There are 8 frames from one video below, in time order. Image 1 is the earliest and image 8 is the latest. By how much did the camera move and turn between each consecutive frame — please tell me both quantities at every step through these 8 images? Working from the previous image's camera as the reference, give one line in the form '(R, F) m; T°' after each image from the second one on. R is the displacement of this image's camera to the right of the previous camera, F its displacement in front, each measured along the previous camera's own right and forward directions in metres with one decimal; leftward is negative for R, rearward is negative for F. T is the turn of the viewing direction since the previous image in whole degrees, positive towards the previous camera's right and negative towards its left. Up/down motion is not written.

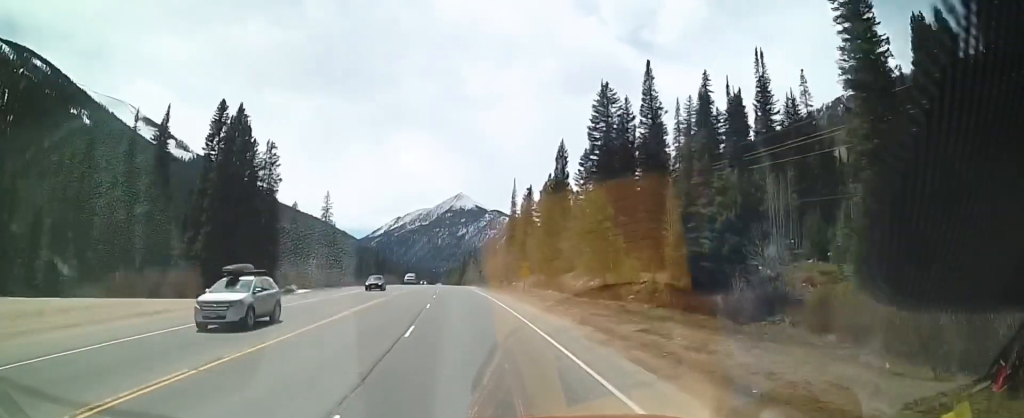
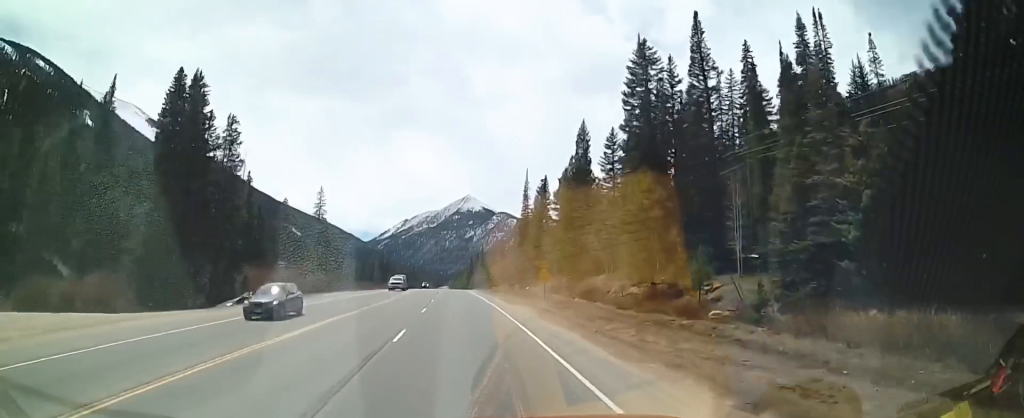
(-0.1, +13.1) m; -2°
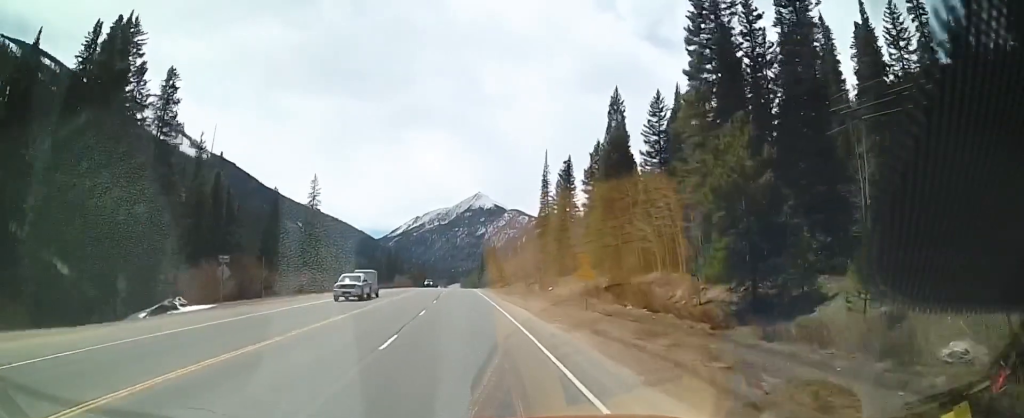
(-0.5, +13.8) m; -2°
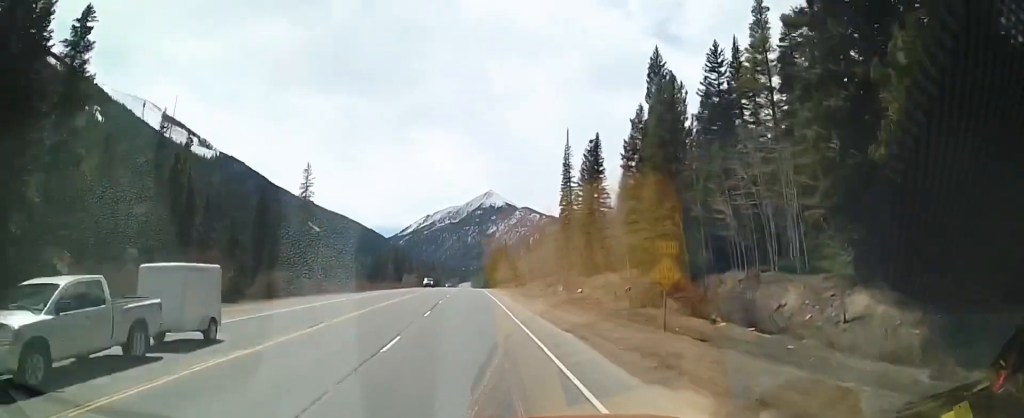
(-0.2, +12.4) m; -1°
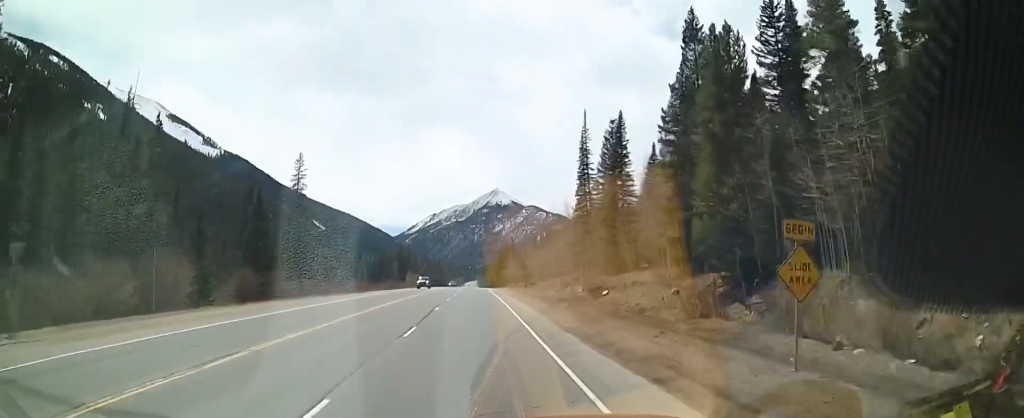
(0.0, +8.6) m; 0°
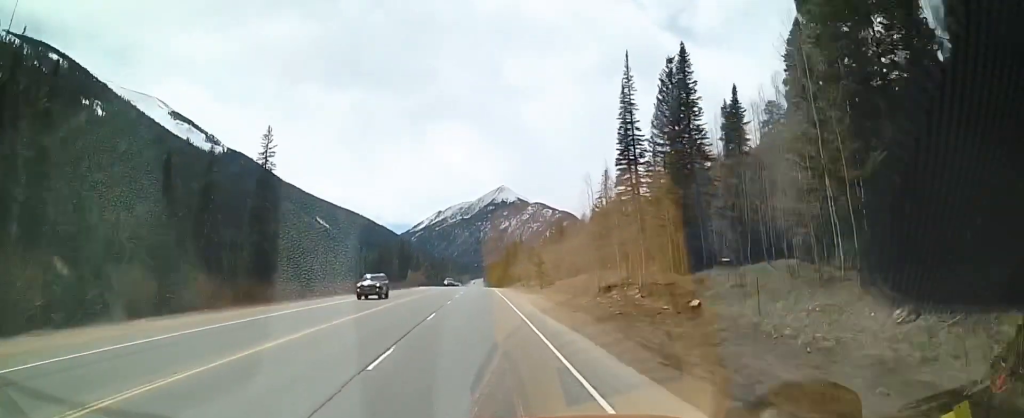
(-0.1, +18.3) m; 0°
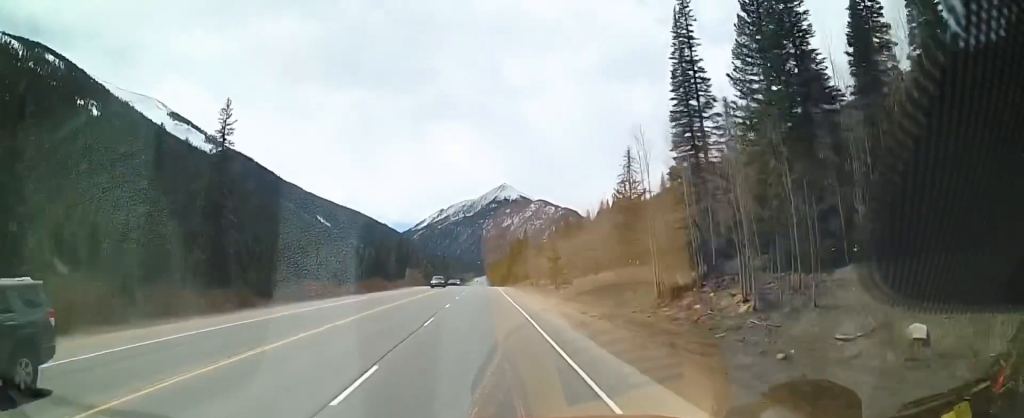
(+0.1, +15.1) m; 0°
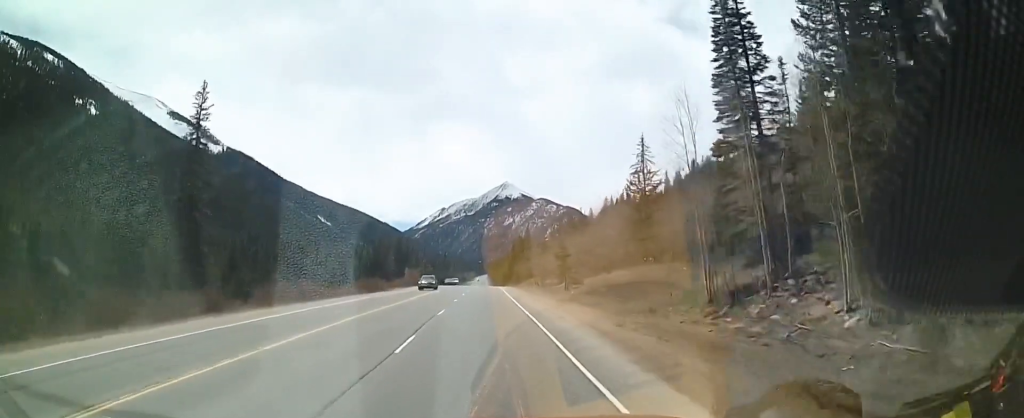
(0.0, +7.0) m; -1°
